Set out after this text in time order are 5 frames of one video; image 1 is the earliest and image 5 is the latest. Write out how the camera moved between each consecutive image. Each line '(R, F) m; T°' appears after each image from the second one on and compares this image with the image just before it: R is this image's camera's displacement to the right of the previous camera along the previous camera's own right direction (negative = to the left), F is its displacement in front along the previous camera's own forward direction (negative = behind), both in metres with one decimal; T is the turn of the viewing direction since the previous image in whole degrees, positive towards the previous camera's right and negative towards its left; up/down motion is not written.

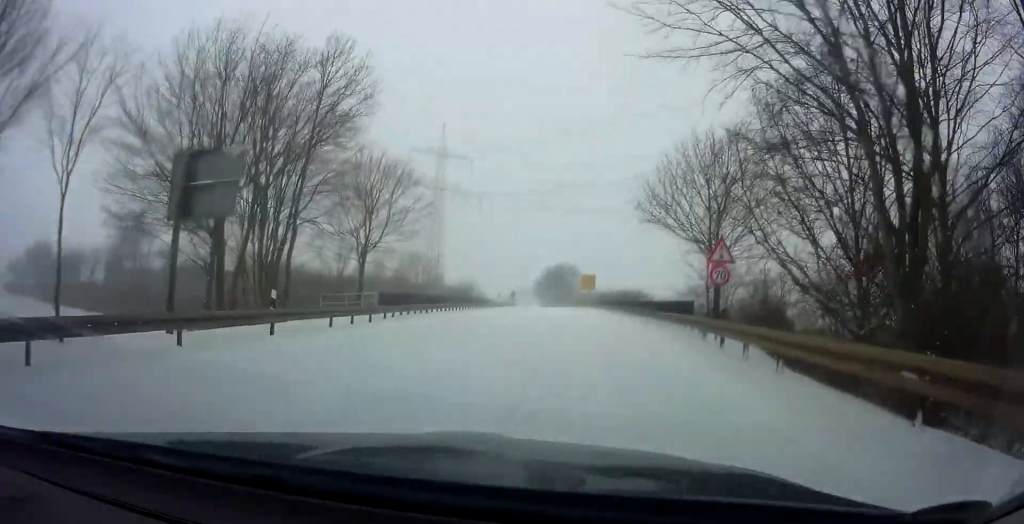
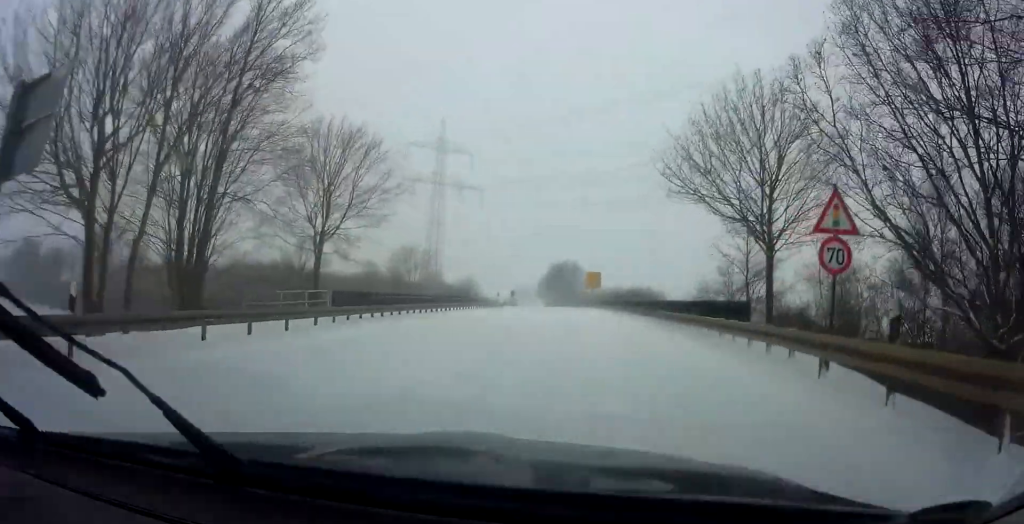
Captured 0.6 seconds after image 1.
(+0.2, +7.0) m; +1°
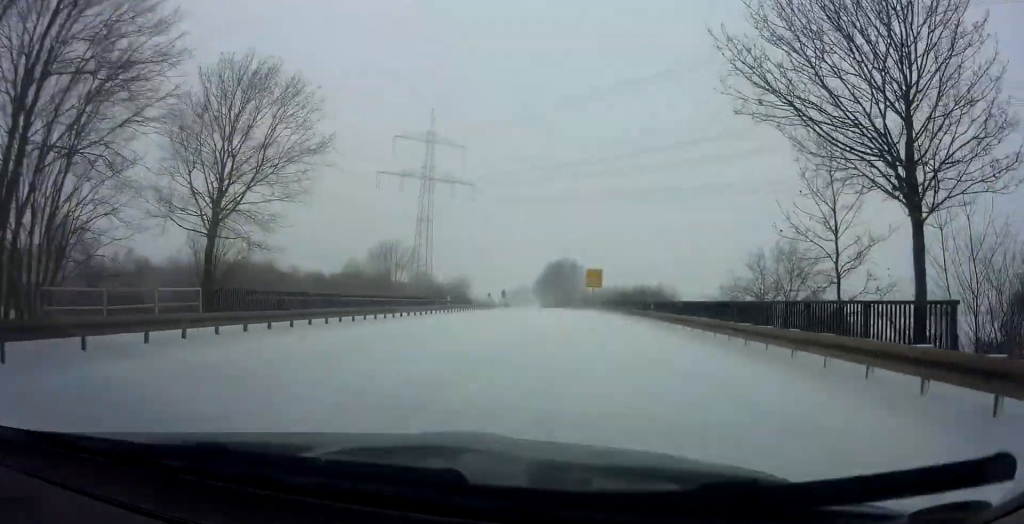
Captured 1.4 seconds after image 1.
(+0.2, +9.3) m; +1°
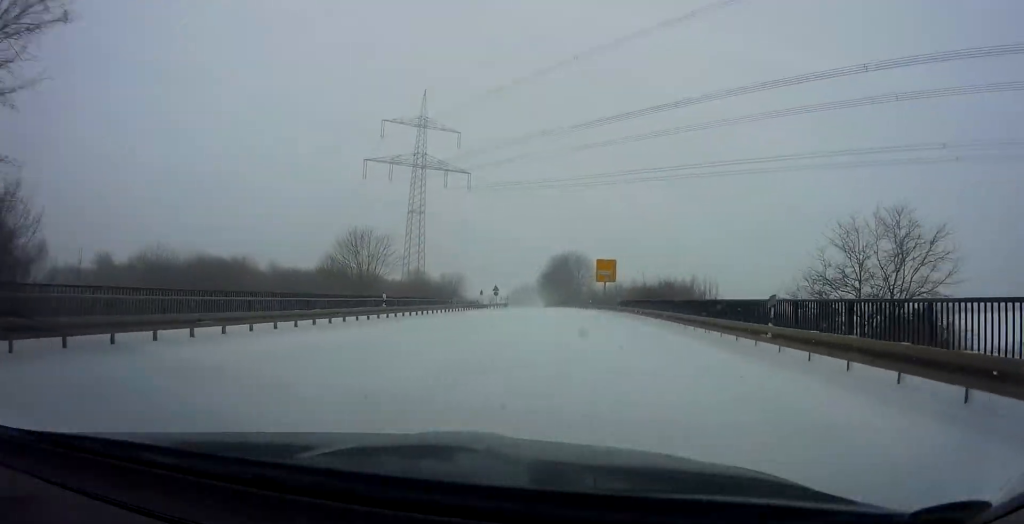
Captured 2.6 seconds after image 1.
(-0.3, +14.2) m; -3°
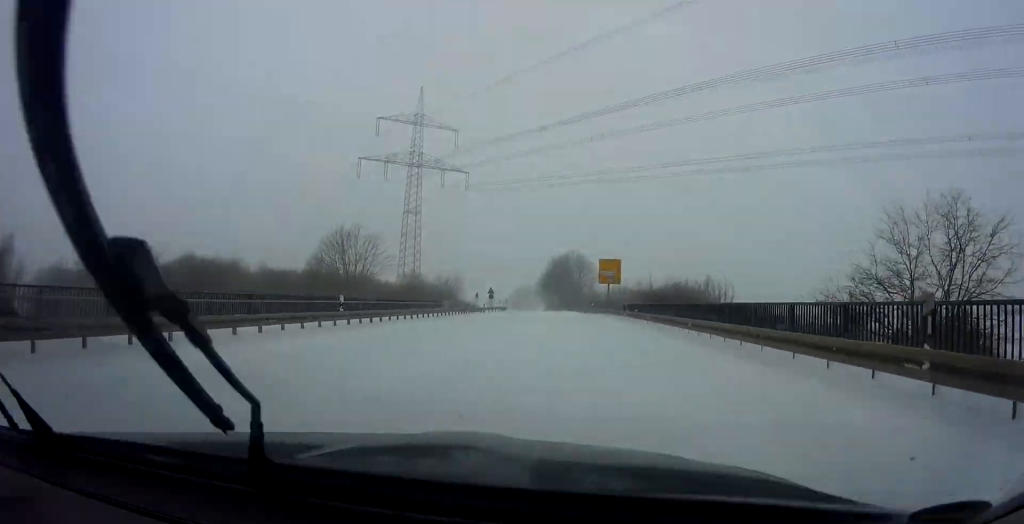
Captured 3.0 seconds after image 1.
(-0.1, +4.8) m; -1°
